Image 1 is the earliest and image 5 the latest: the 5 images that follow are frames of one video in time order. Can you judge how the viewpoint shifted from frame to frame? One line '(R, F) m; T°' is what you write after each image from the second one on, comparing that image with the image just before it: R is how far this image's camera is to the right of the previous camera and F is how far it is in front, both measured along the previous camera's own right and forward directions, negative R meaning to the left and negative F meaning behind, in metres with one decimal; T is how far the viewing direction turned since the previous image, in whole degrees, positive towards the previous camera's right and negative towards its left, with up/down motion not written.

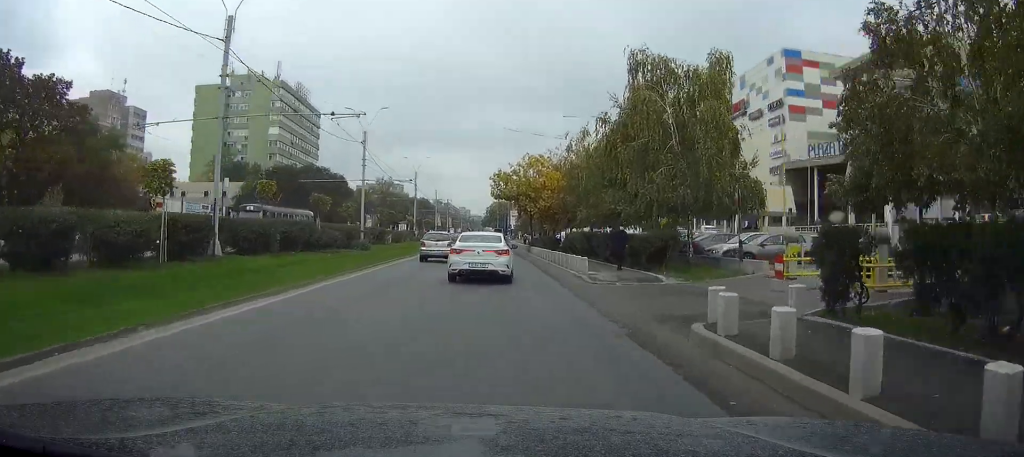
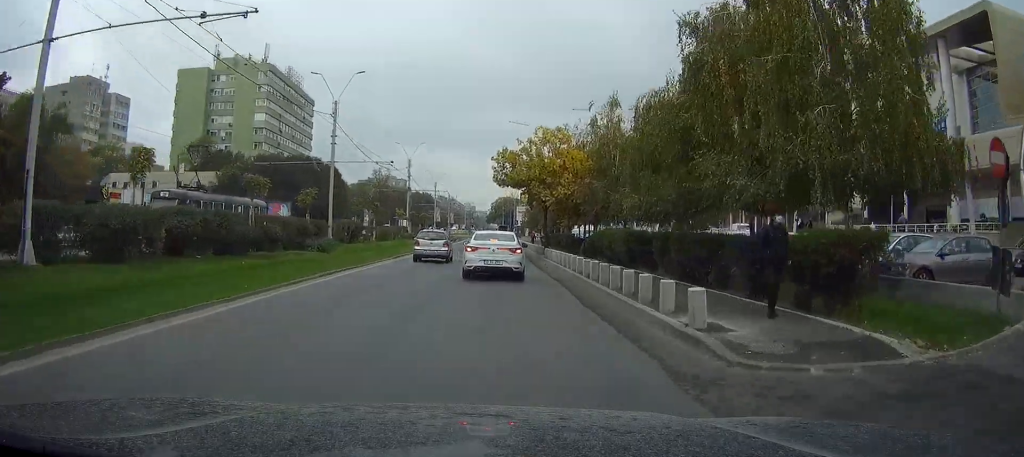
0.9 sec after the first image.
(-0.1, +12.7) m; 0°
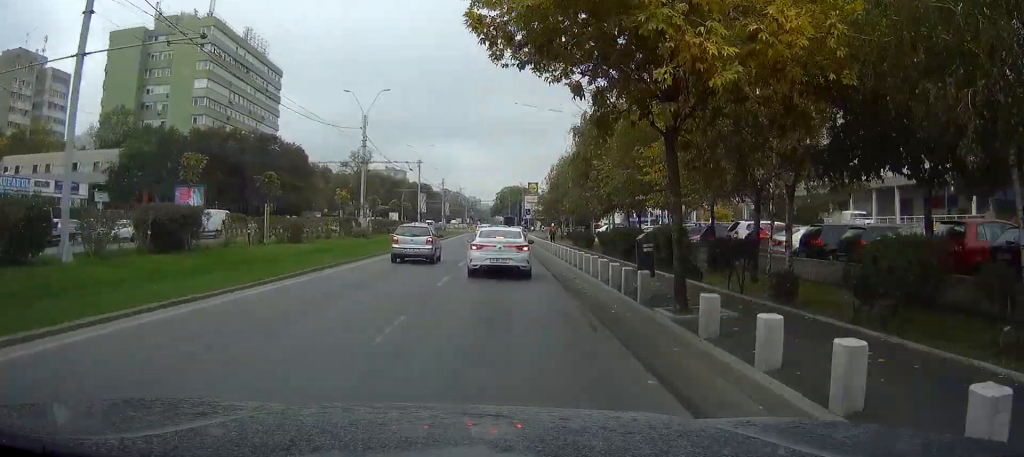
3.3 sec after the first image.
(+0.2, +31.0) m; +1°
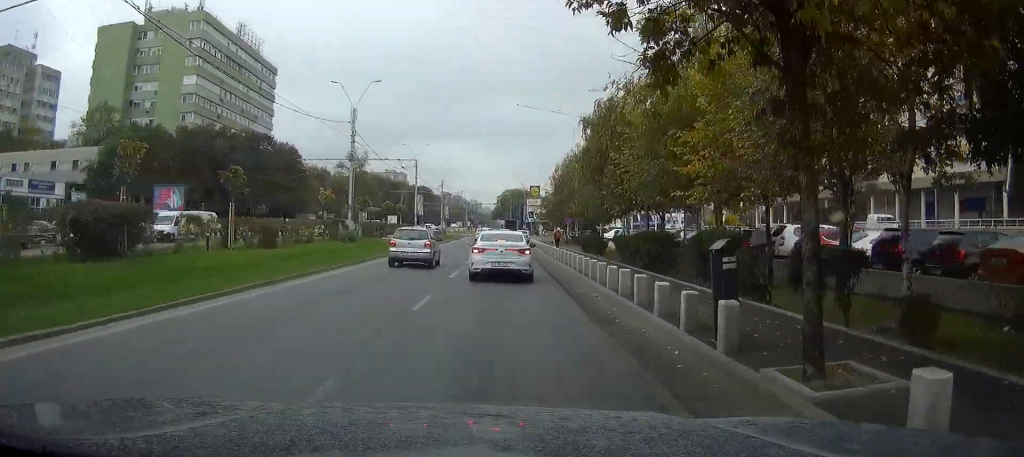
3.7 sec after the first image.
(0.0, +4.9) m; 0°
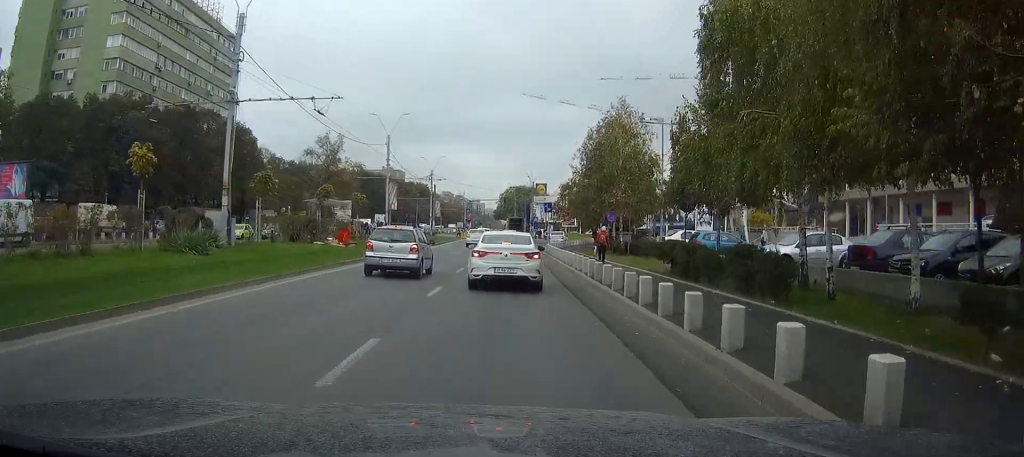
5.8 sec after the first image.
(-0.5, +24.9) m; -1°
